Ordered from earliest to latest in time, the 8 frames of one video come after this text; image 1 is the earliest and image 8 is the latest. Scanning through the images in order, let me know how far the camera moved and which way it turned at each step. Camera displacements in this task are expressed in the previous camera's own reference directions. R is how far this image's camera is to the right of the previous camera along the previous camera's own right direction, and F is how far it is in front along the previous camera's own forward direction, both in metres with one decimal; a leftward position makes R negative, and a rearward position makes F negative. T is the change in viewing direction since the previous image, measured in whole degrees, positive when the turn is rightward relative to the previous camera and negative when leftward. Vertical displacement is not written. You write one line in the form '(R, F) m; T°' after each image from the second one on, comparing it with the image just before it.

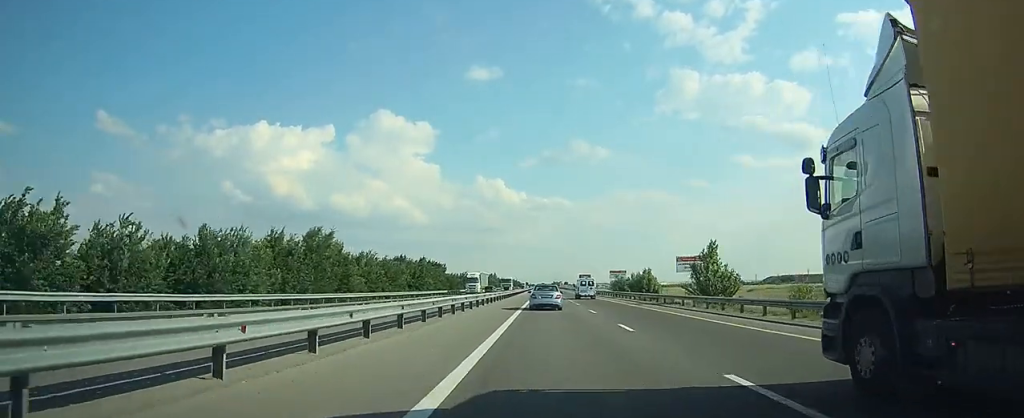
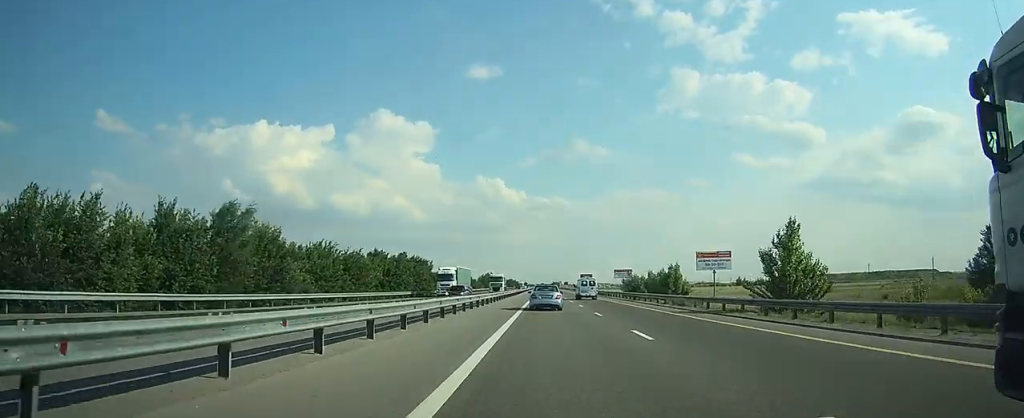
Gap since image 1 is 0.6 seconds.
(0.0, +14.7) m; 0°
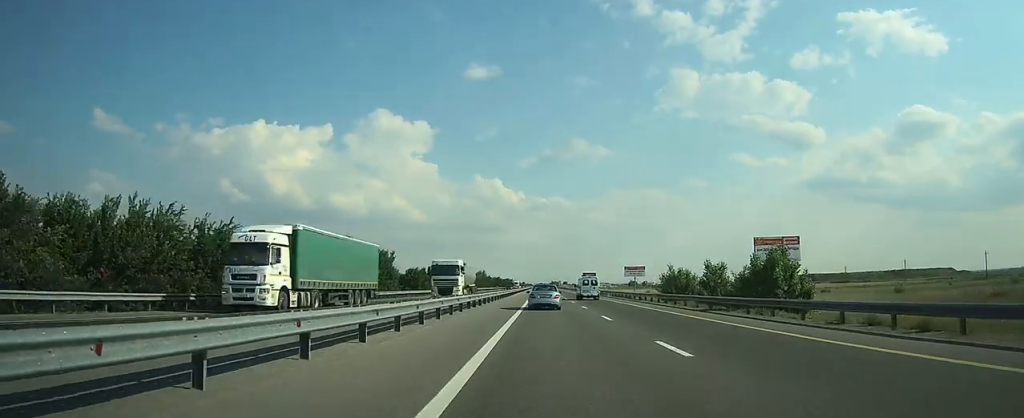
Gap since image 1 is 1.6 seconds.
(+0.1, +27.2) m; +1°
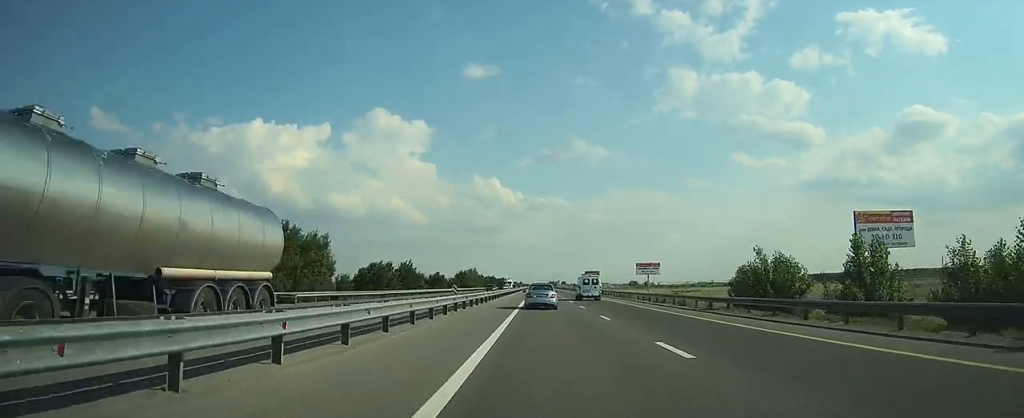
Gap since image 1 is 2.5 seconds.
(+0.1, +24.1) m; 0°
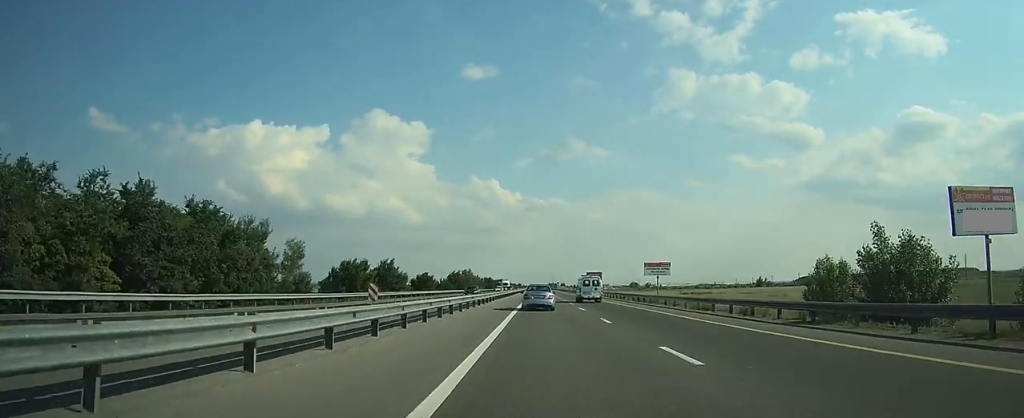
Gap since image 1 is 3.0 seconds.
(0.0, +12.6) m; 0°
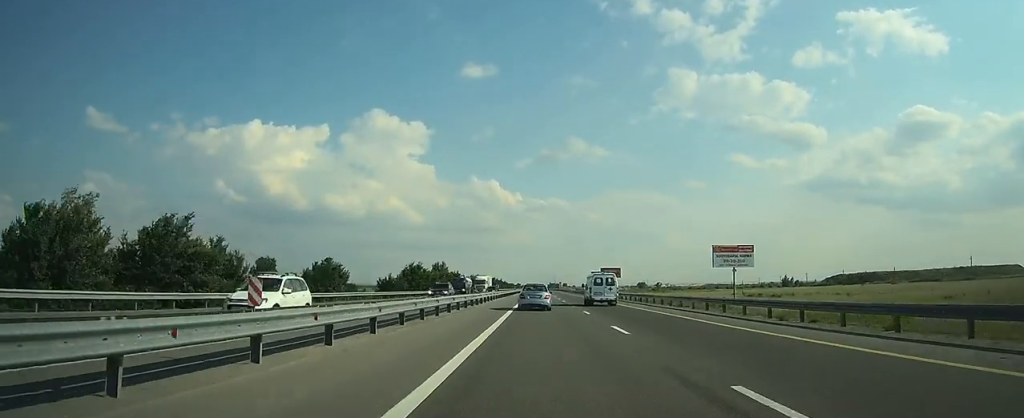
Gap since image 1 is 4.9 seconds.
(-0.2, +53.0) m; -1°
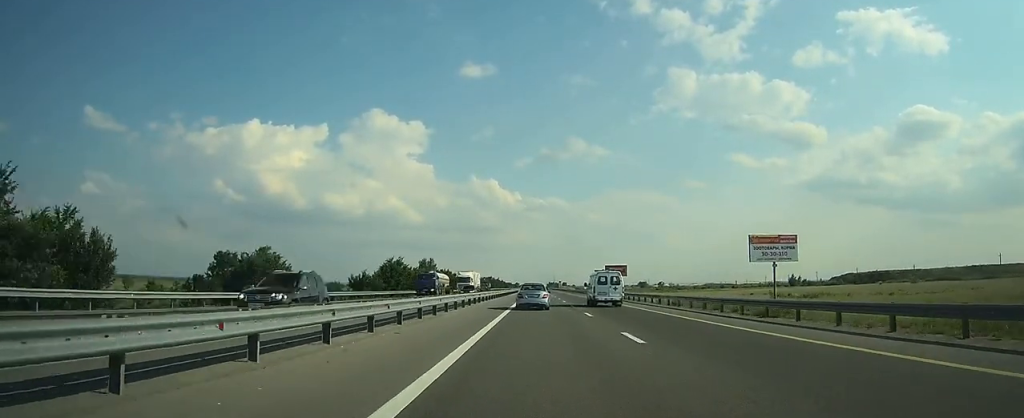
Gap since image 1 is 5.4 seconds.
(0.0, +14.8) m; 0°
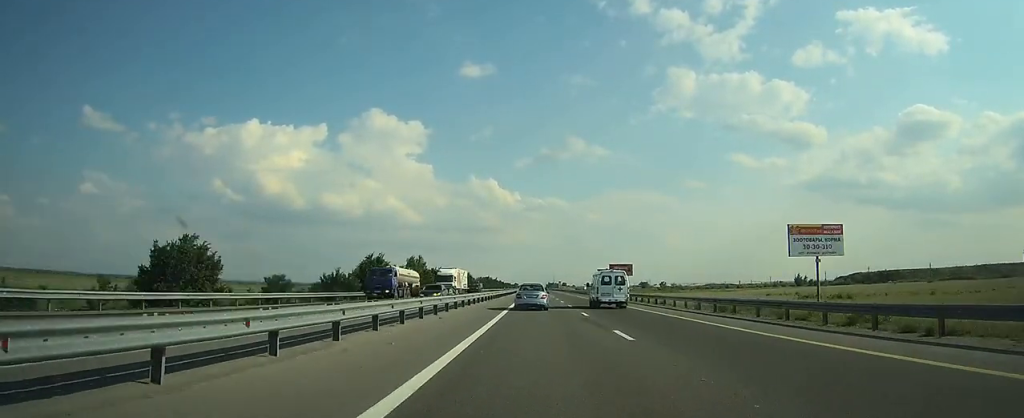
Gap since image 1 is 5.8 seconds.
(0.0, +11.2) m; 0°
